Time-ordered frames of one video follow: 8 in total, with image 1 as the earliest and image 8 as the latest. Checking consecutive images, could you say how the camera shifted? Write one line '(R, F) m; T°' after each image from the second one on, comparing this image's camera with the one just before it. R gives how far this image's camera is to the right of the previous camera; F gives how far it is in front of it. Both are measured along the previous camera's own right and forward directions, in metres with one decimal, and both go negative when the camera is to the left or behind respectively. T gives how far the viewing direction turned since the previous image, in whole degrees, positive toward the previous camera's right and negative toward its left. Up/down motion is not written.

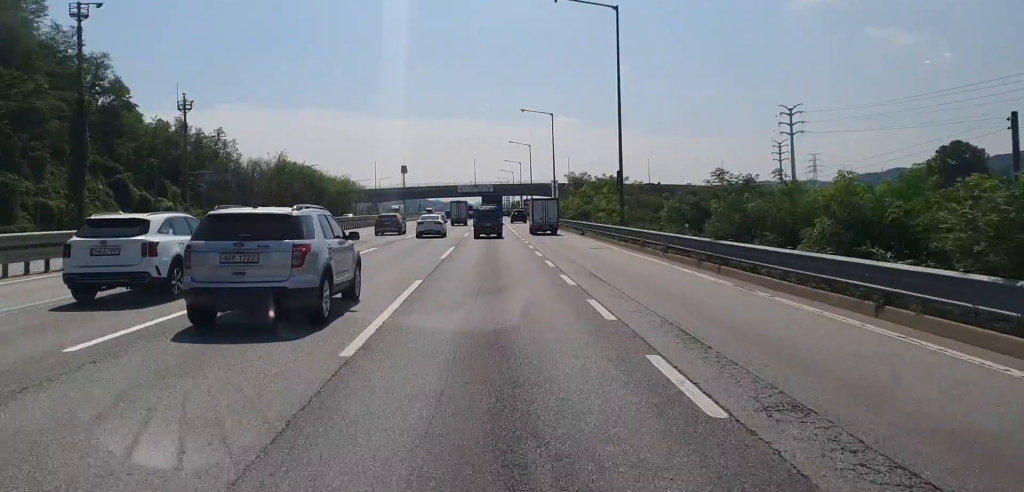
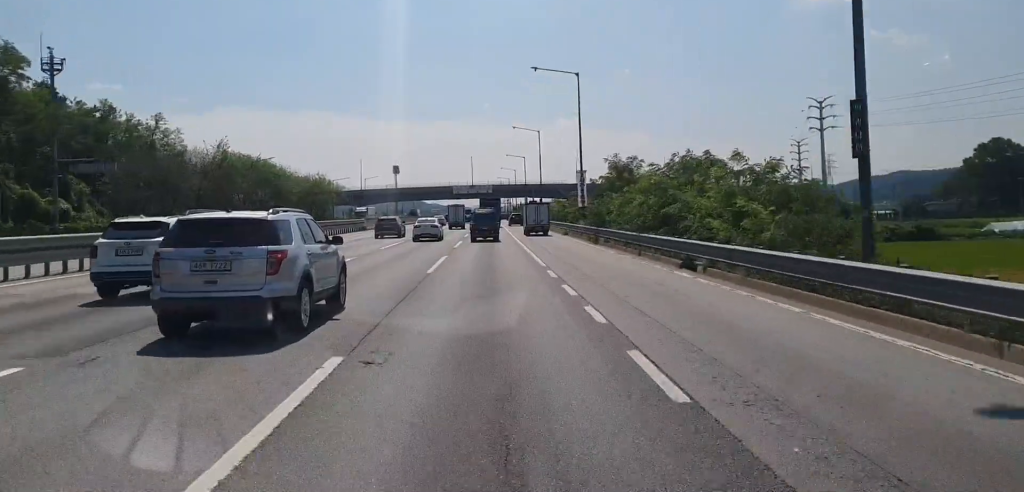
(+0.2, +26.8) m; +1°
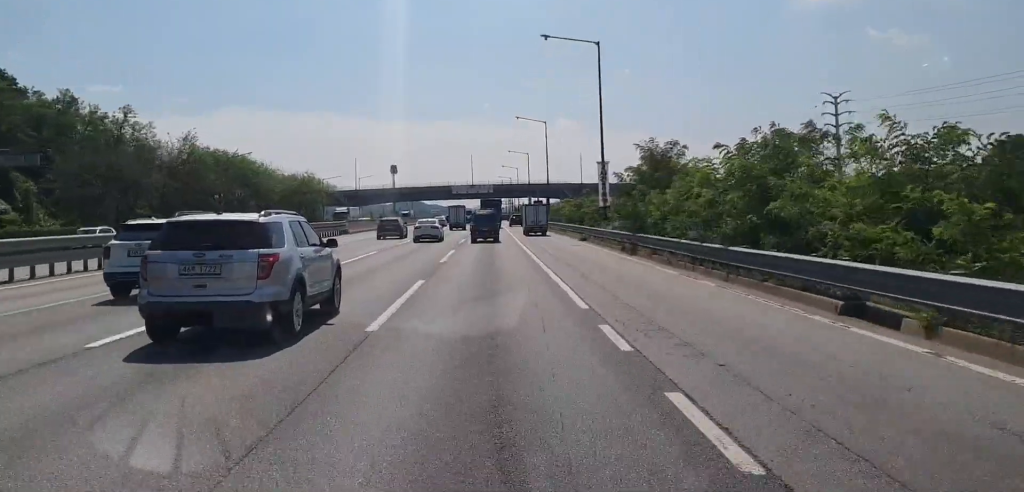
(+0.1, +10.8) m; 0°
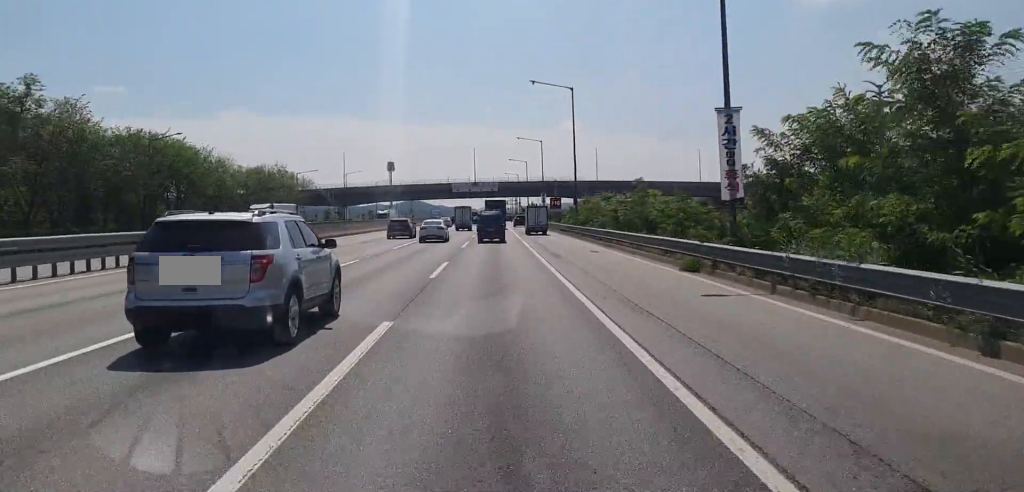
(-0.4, +25.1) m; -1°
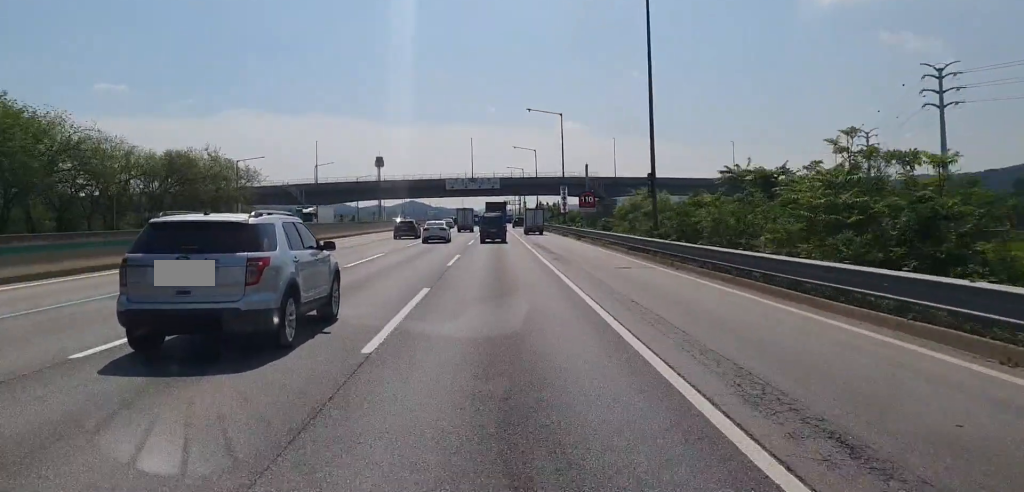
(0.0, +29.9) m; +1°
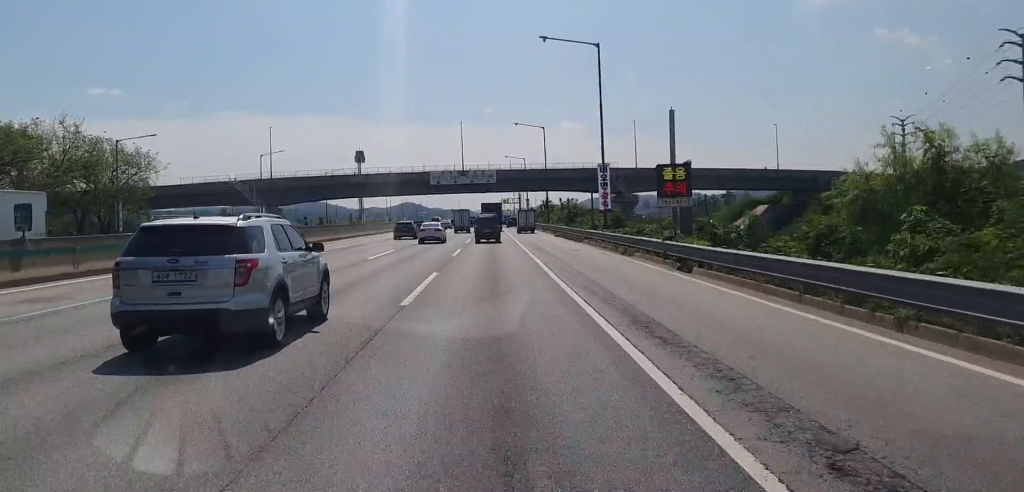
(+0.2, +31.3) m; 0°
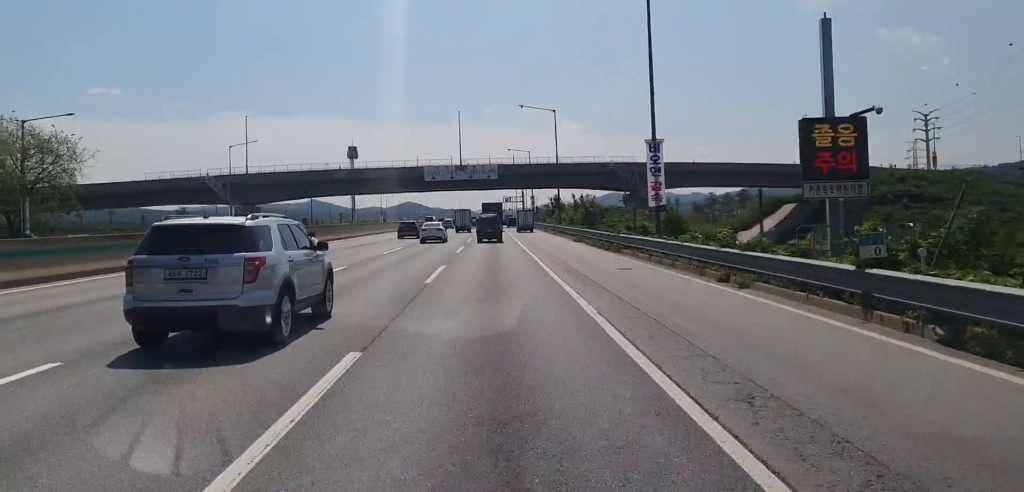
(0.0, +14.2) m; 0°
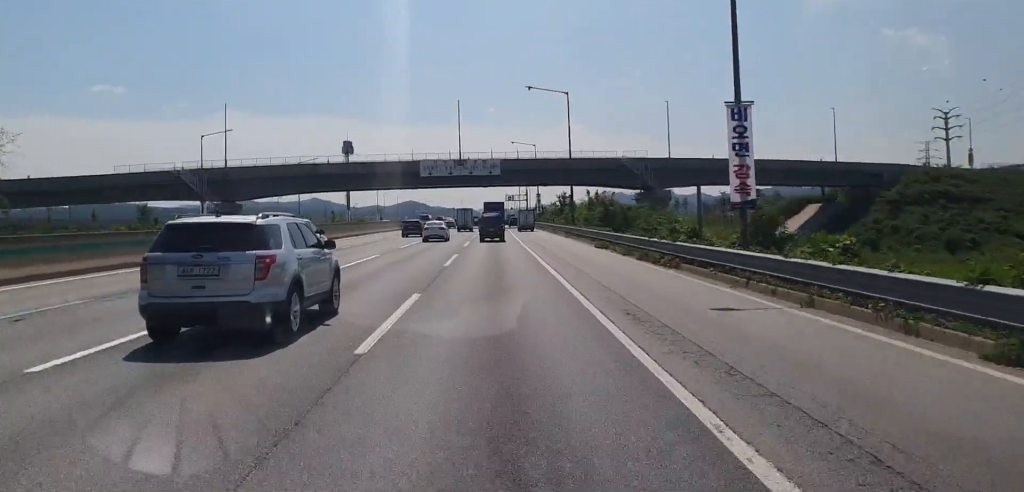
(0.0, +10.7) m; 0°
